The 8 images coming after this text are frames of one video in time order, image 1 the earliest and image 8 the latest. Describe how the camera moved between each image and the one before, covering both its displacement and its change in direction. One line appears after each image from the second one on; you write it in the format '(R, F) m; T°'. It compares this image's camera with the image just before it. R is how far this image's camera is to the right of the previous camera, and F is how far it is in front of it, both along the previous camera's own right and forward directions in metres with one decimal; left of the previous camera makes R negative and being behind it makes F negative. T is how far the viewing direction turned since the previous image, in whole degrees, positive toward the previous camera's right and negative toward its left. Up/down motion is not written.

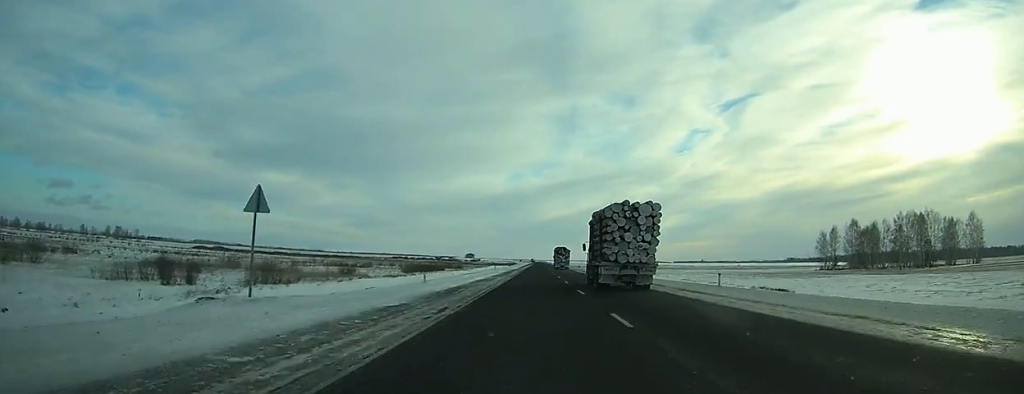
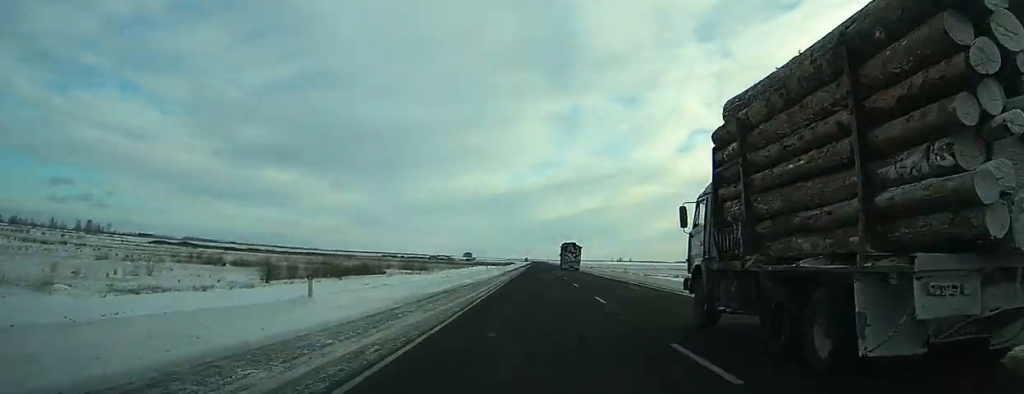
(+0.2, +66.1) m; 0°
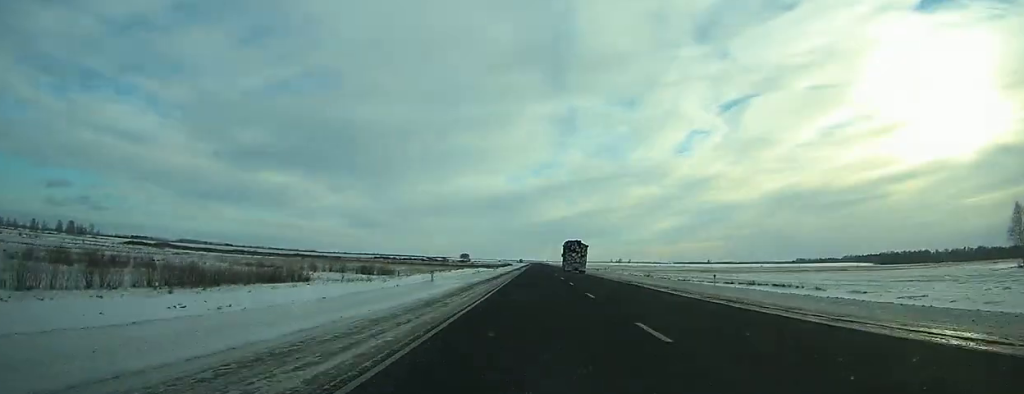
(-0.1, +32.7) m; 0°
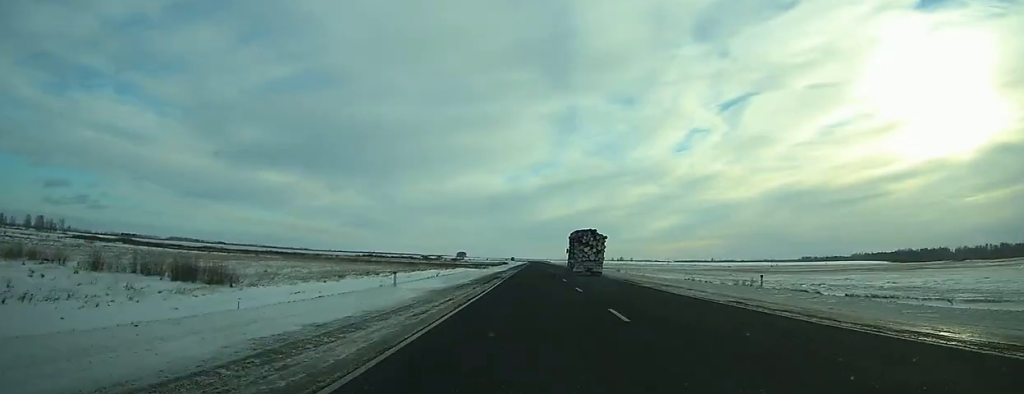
(0.0, +54.0) m; 0°
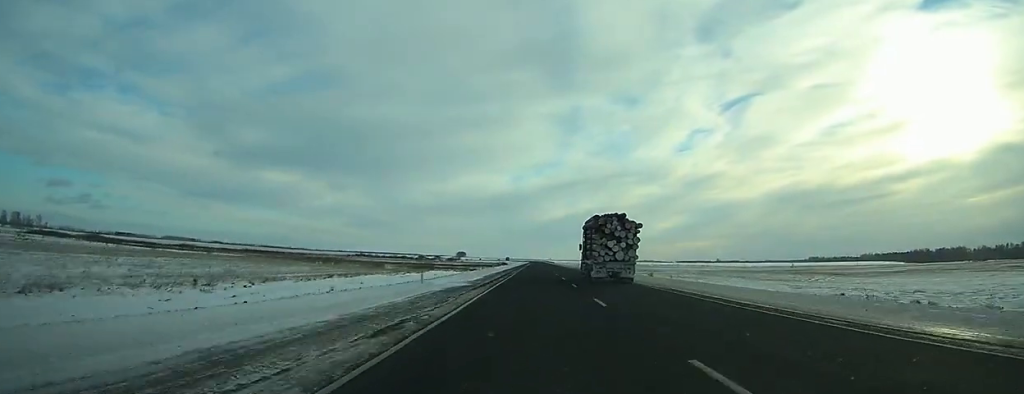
(0.0, +39.4) m; 0°
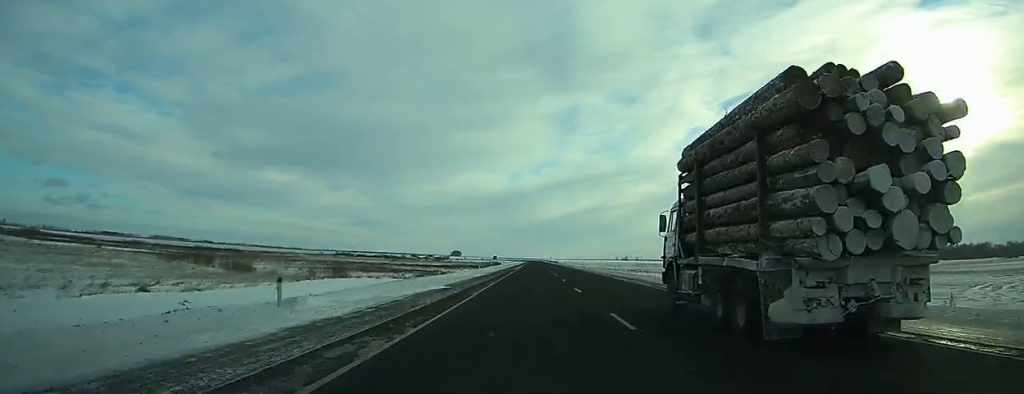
(-0.2, +59.8) m; 0°
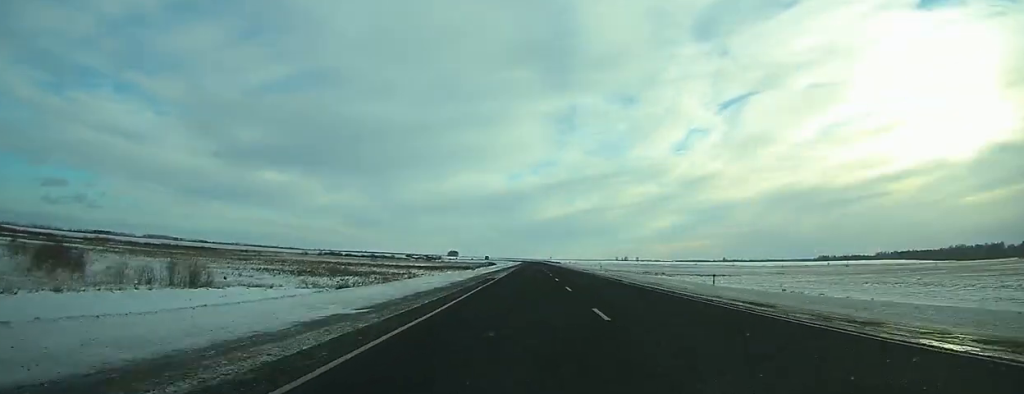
(0.0, +33.2) m; 0°
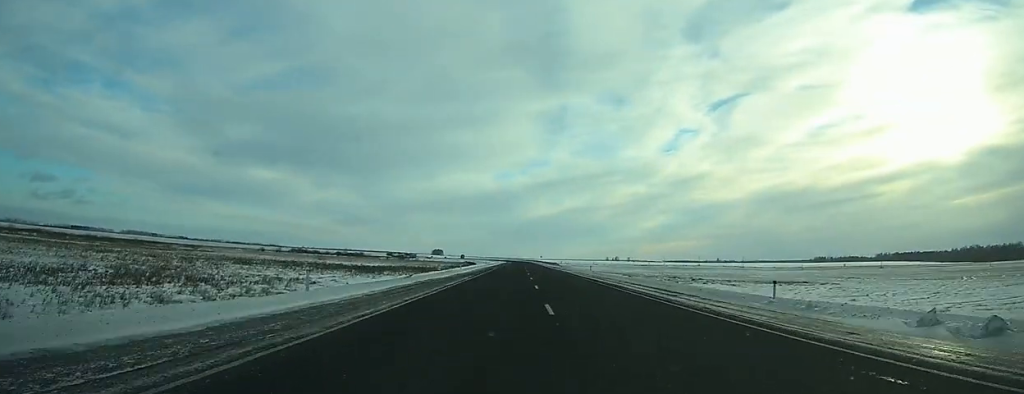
(+0.2, +62.1) m; +1°
